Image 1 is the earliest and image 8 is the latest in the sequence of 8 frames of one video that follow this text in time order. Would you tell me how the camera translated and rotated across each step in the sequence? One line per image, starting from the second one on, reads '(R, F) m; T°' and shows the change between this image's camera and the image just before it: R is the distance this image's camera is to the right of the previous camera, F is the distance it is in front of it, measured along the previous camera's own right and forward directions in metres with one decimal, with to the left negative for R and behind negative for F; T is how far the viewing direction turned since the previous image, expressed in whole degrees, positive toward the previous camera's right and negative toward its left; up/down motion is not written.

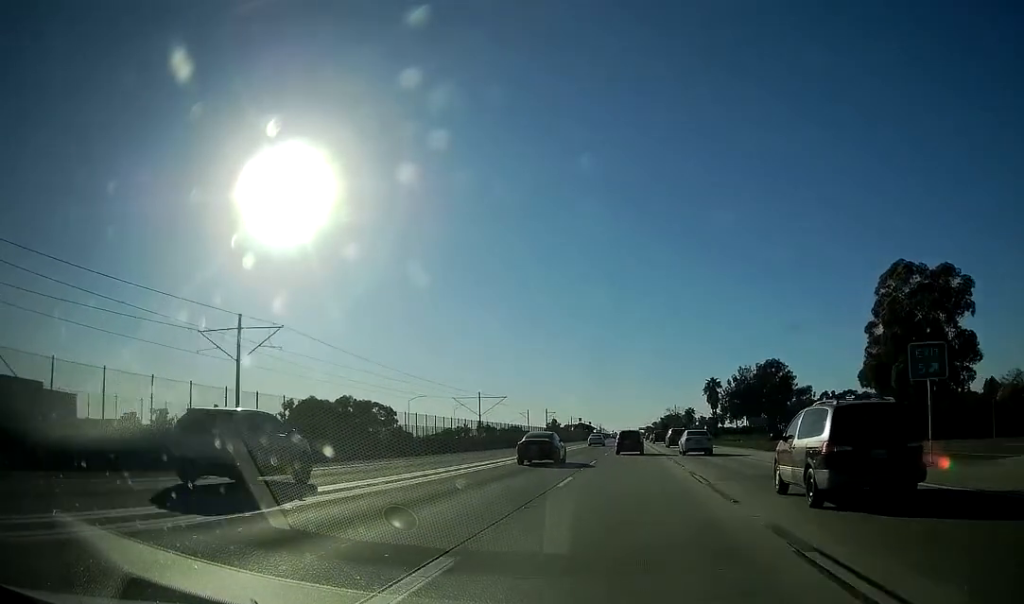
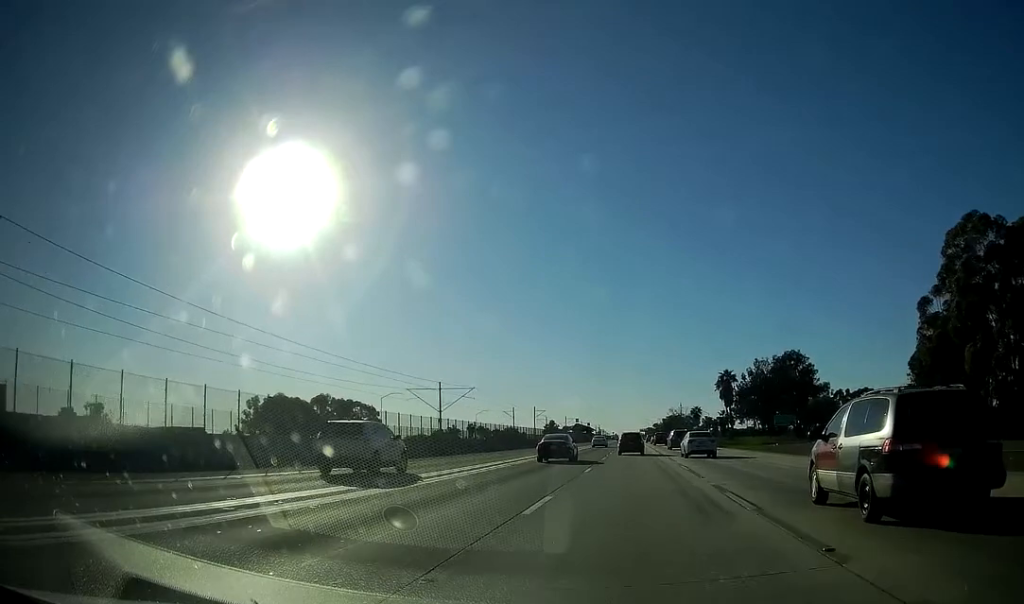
(0.0, +20.2) m; 0°
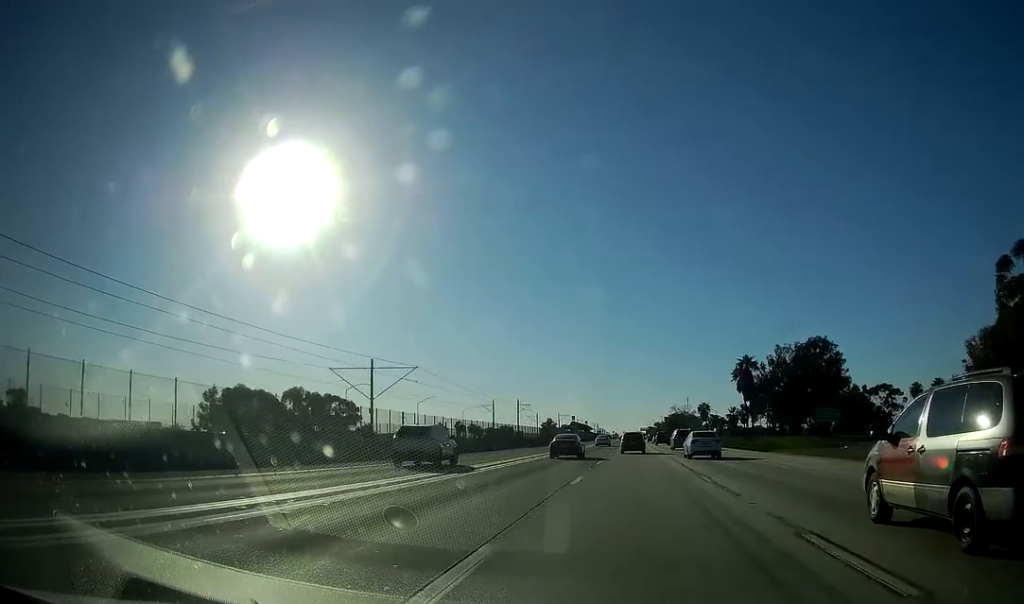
(-0.3, +21.5) m; 0°
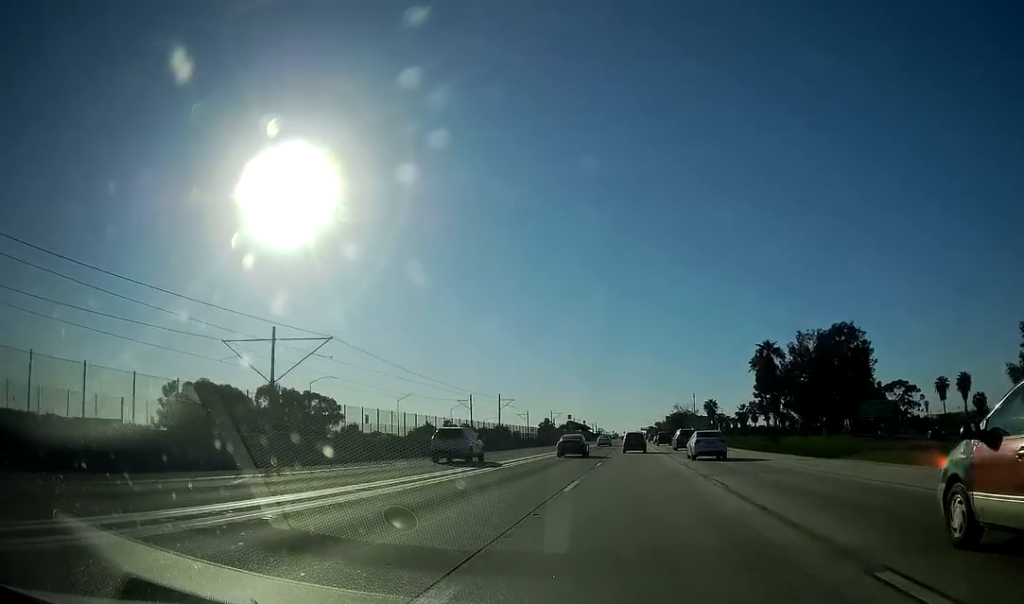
(+0.2, +17.4) m; 0°
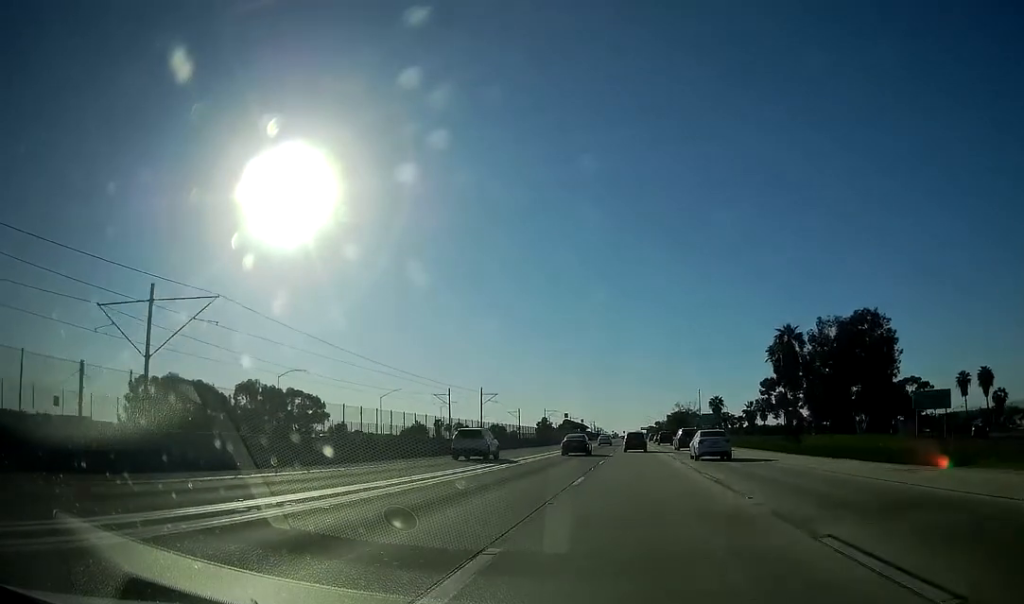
(+0.1, +11.9) m; 0°
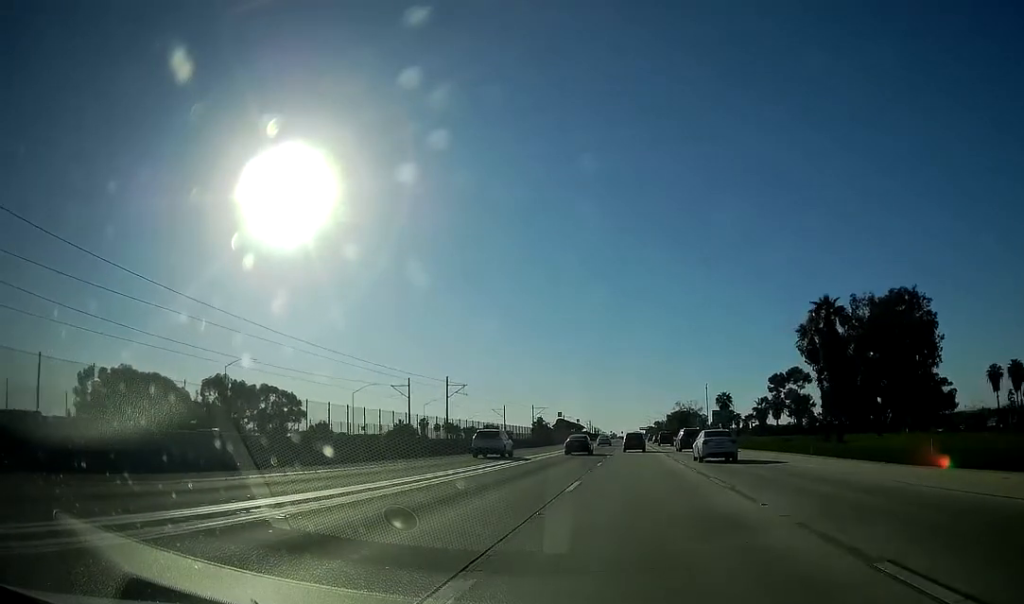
(-0.1, +16.7) m; 0°
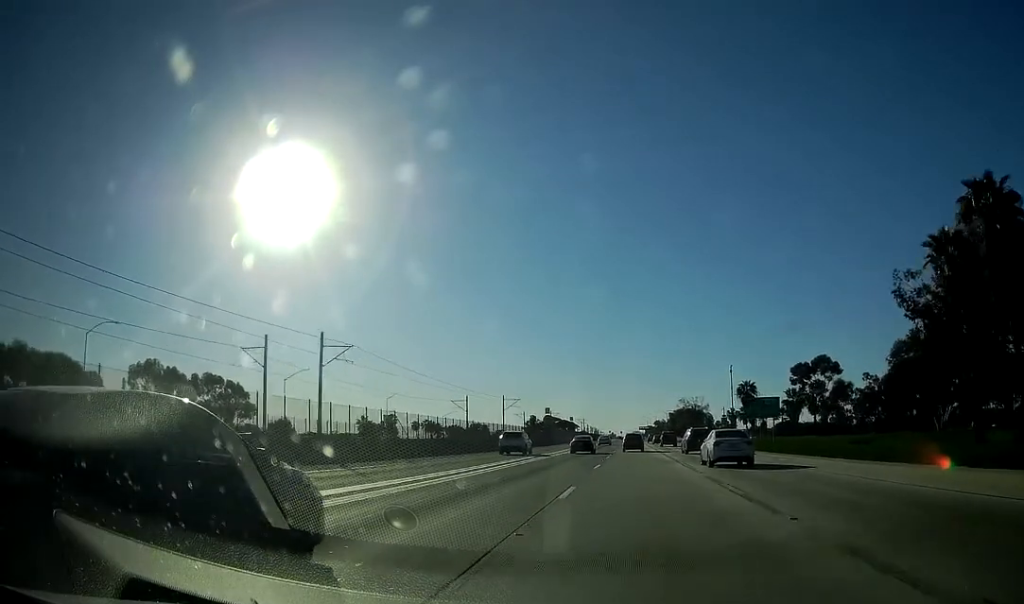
(0.0, +31.3) m; 0°
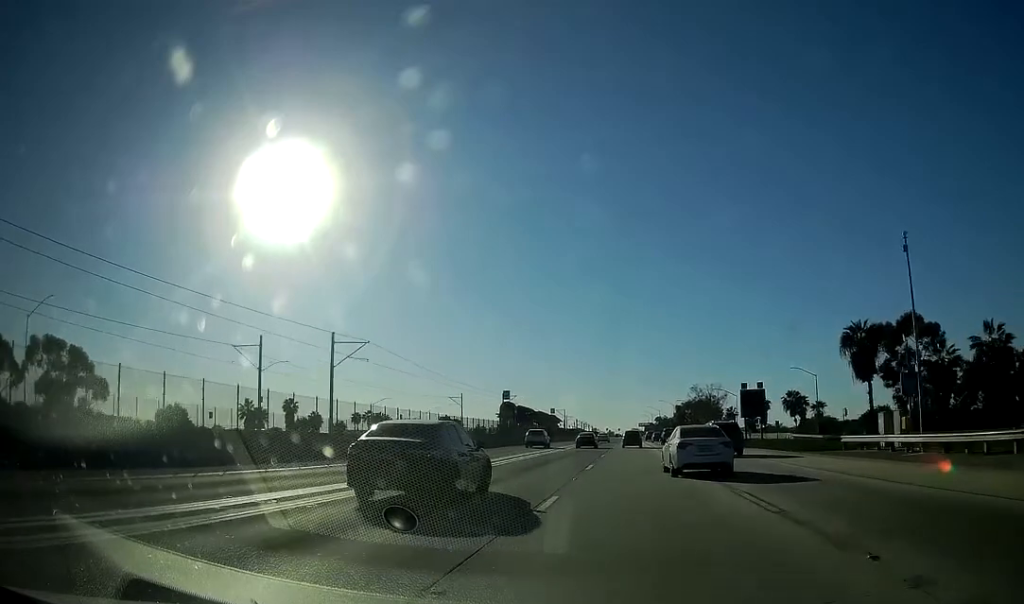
(+0.2, +62.3) m; 0°
